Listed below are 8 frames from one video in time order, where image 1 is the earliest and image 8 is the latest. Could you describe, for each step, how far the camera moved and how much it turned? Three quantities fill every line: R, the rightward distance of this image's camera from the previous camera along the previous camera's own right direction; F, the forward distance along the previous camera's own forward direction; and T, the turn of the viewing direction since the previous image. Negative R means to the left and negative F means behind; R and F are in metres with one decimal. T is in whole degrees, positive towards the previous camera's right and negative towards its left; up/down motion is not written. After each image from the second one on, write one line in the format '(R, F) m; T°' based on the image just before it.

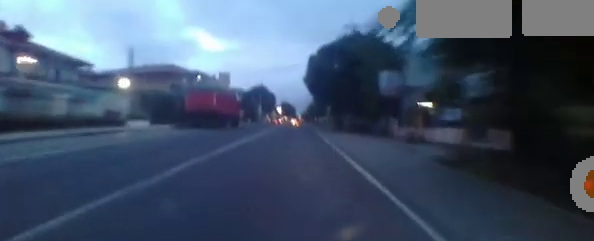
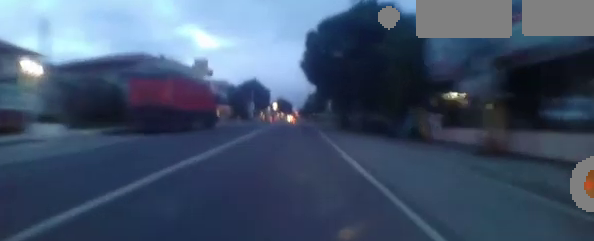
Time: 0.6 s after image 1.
(-0.1, +7.5) m; 0°
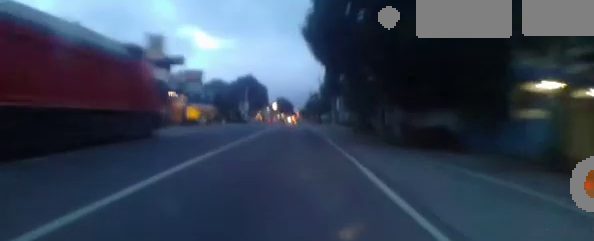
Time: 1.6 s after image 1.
(+0.3, +11.7) m; +2°
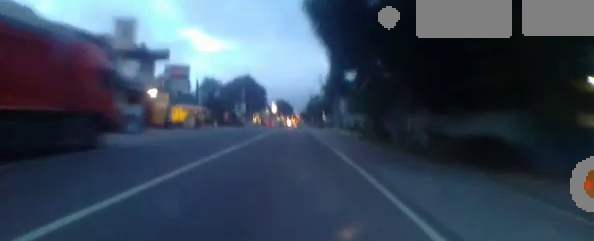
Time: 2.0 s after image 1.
(+0.1, +4.7) m; -1°
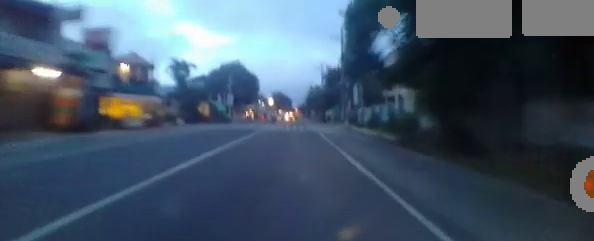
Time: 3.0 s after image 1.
(-0.1, +11.4) m; -2°
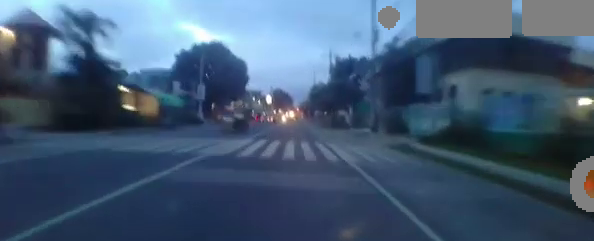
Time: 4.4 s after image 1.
(-0.3, +16.5) m; -1°
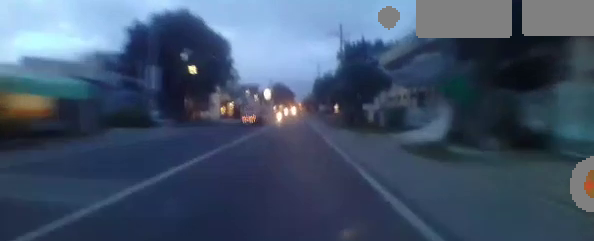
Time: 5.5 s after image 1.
(0.0, +13.9) m; 0°
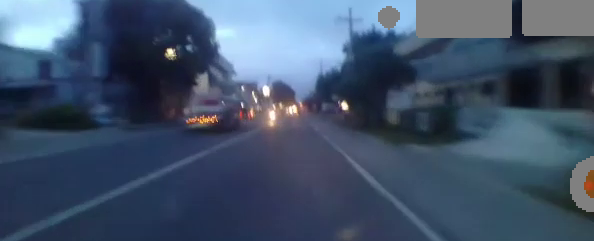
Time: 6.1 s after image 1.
(0.0, +7.6) m; +1°
